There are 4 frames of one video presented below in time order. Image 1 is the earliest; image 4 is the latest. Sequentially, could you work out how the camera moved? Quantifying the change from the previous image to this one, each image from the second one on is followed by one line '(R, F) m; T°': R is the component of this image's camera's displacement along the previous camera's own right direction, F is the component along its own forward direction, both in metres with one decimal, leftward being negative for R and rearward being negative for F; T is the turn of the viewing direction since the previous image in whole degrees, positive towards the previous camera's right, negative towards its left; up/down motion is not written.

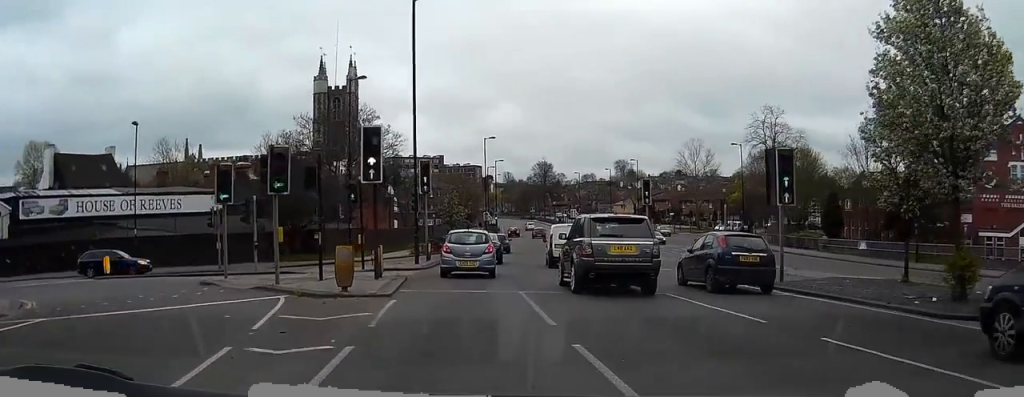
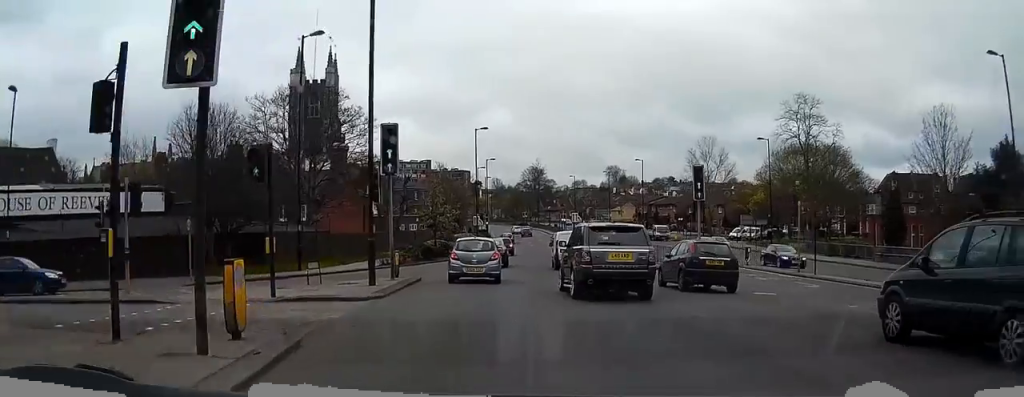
(0.0, +12.5) m; +1°
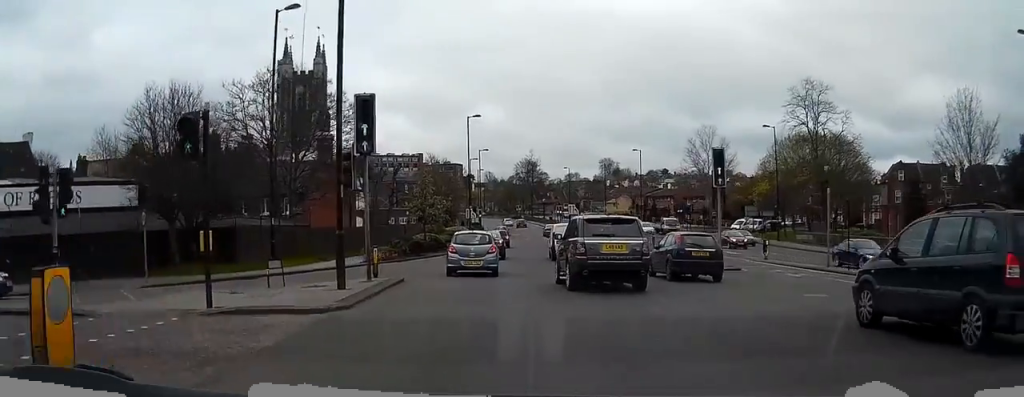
(0.0, +3.8) m; 0°
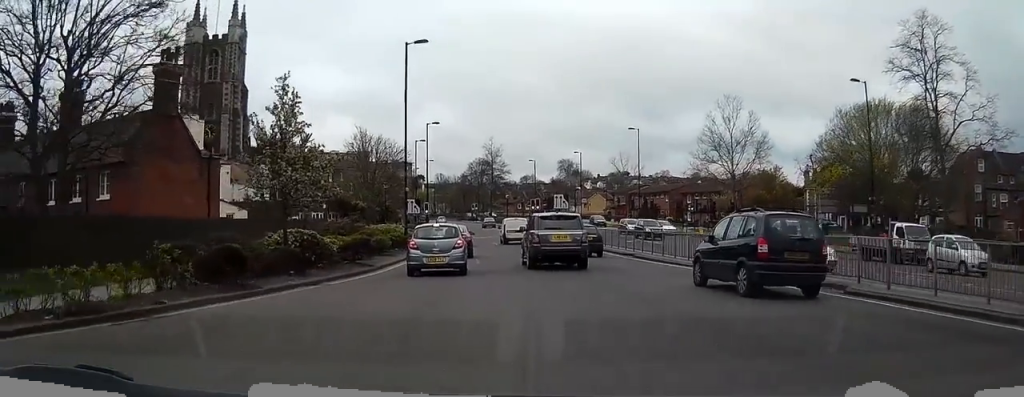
(+1.0, +27.9) m; +3°
